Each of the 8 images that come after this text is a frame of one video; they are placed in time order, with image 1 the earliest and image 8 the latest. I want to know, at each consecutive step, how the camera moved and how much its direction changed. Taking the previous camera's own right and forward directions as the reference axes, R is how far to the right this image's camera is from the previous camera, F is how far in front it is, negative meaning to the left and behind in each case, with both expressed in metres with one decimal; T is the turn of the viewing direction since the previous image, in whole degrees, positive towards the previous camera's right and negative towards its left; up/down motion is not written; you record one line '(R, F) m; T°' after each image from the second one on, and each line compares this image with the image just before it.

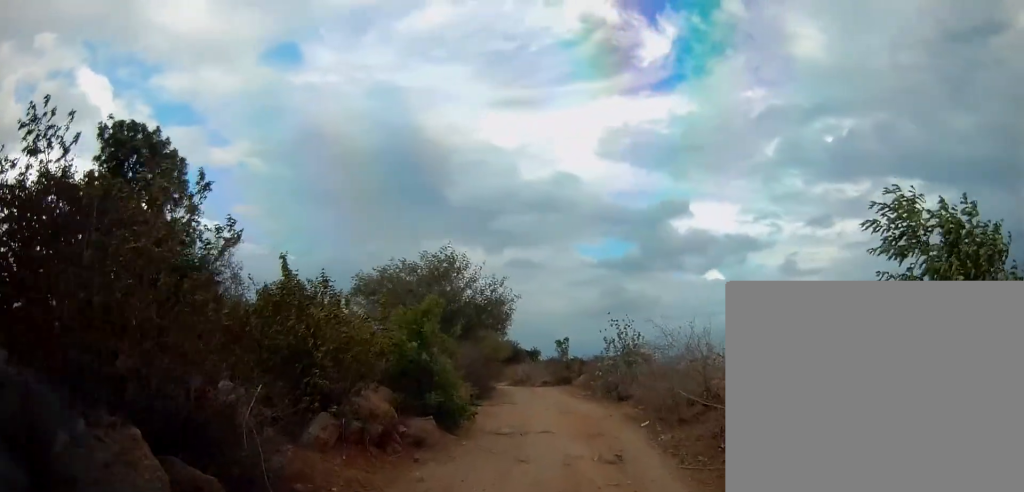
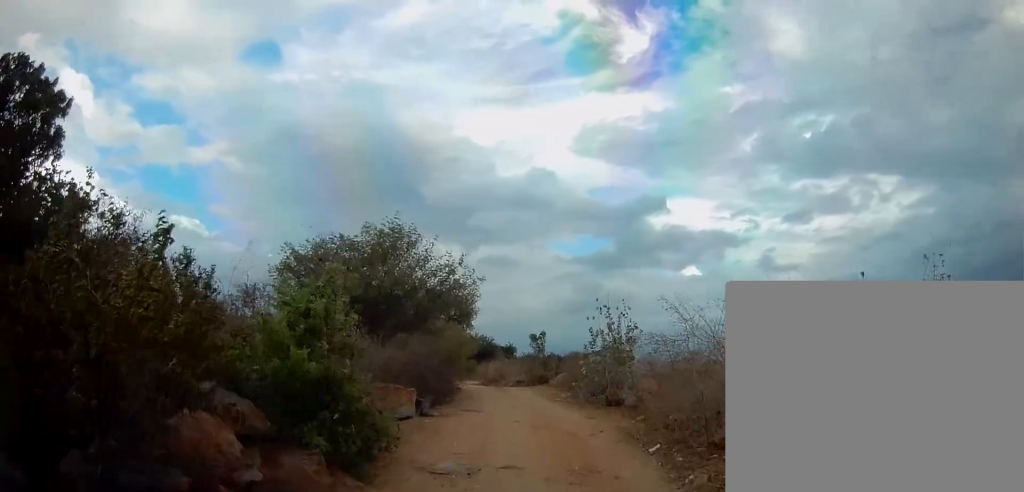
(+0.1, +3.5) m; +1°
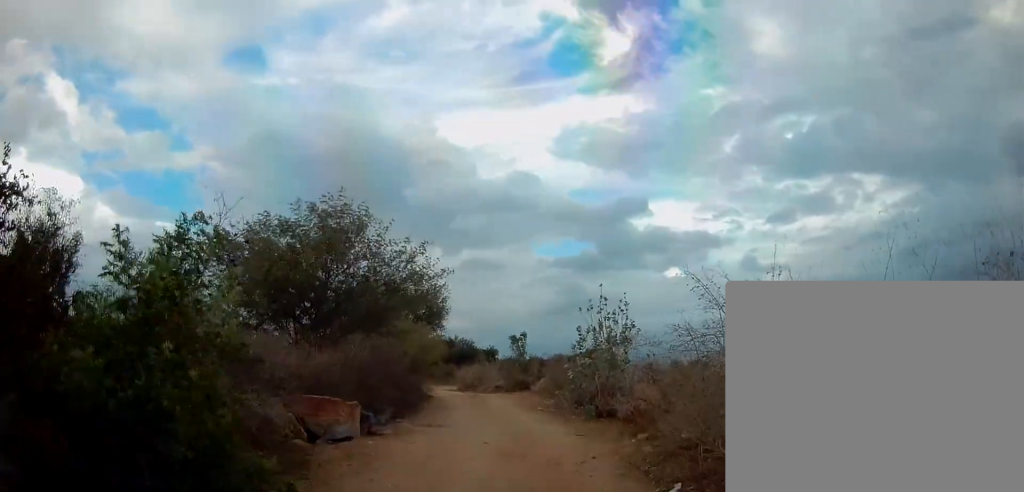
(+0.1, +2.5) m; +5°
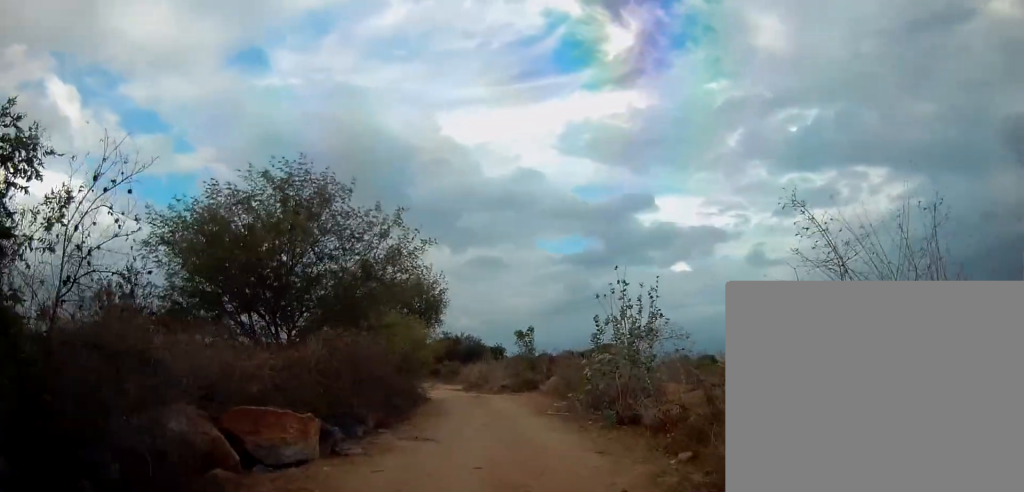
(+0.2, +2.2) m; +1°
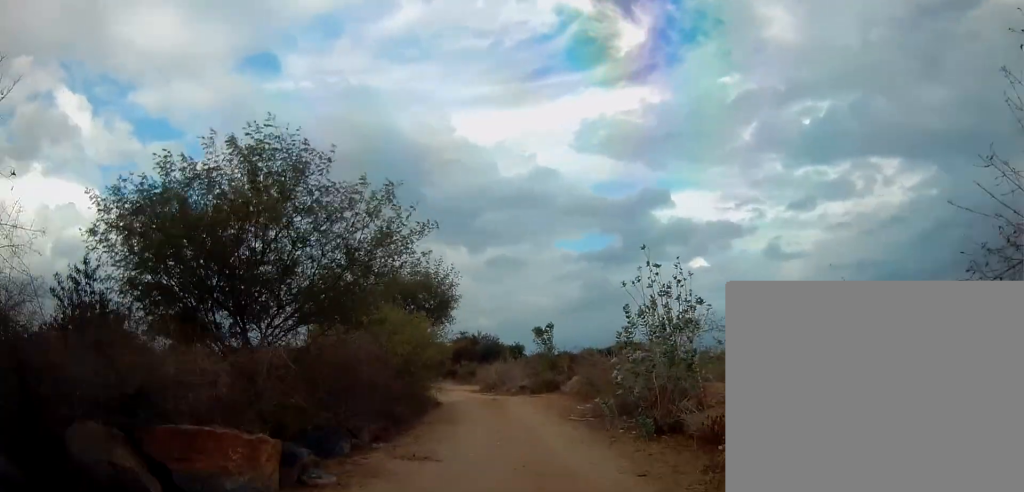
(+0.1, +1.9) m; -5°
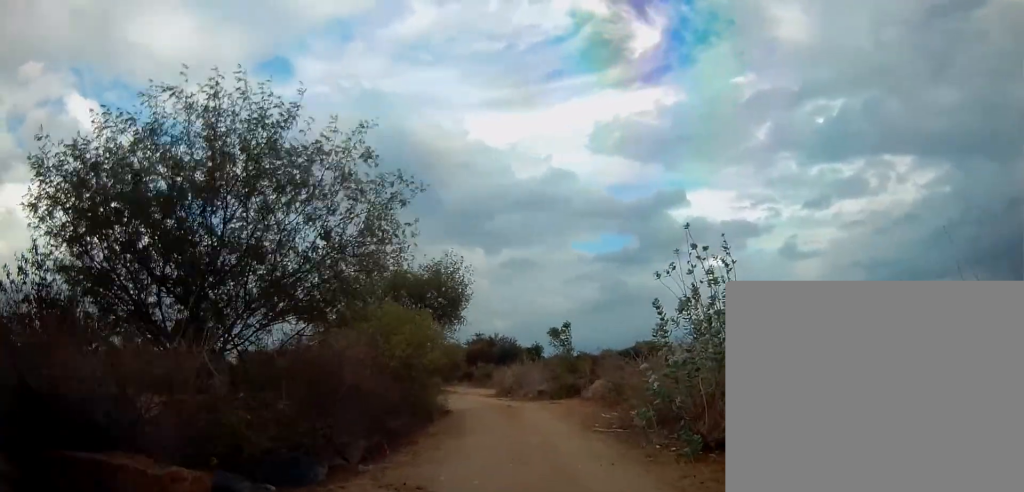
(-0.3, +1.8) m; 0°
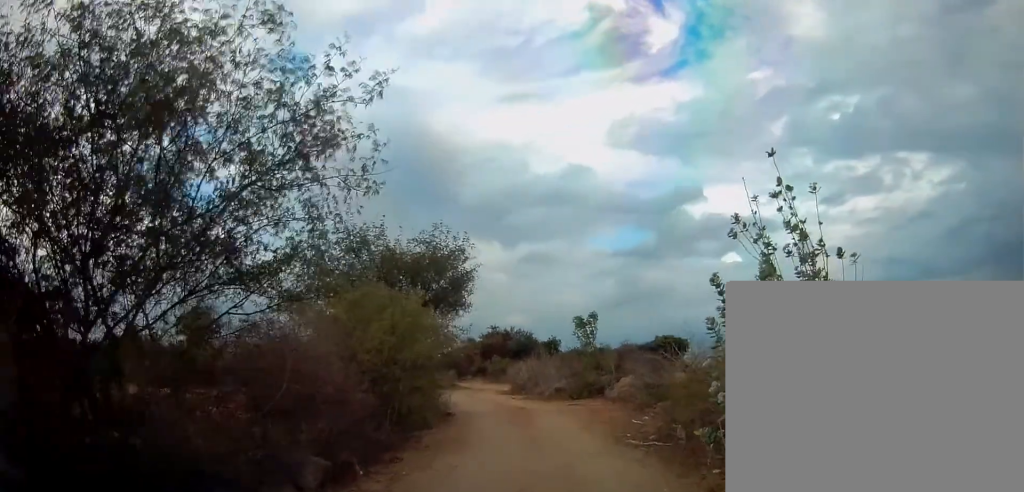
(+0.2, +2.4) m; 0°
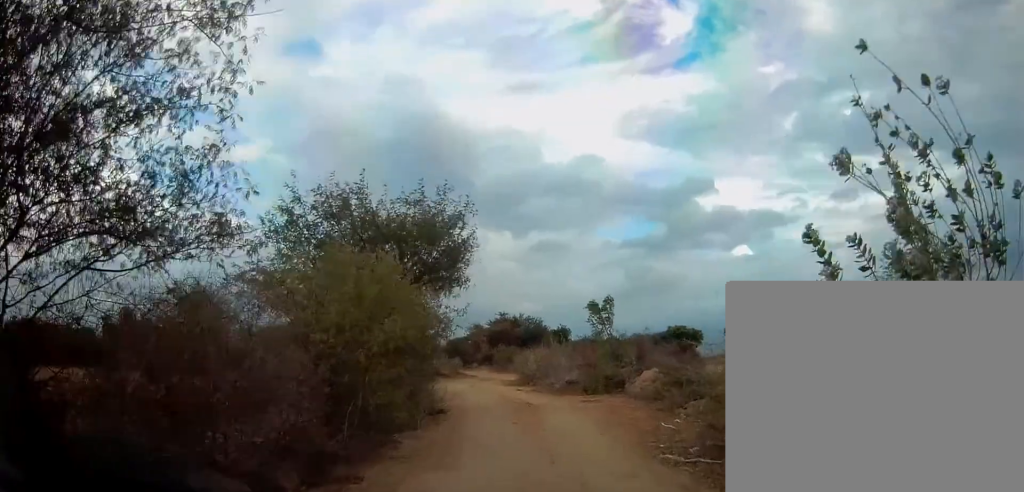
(0.0, +2.4) m; -3°
